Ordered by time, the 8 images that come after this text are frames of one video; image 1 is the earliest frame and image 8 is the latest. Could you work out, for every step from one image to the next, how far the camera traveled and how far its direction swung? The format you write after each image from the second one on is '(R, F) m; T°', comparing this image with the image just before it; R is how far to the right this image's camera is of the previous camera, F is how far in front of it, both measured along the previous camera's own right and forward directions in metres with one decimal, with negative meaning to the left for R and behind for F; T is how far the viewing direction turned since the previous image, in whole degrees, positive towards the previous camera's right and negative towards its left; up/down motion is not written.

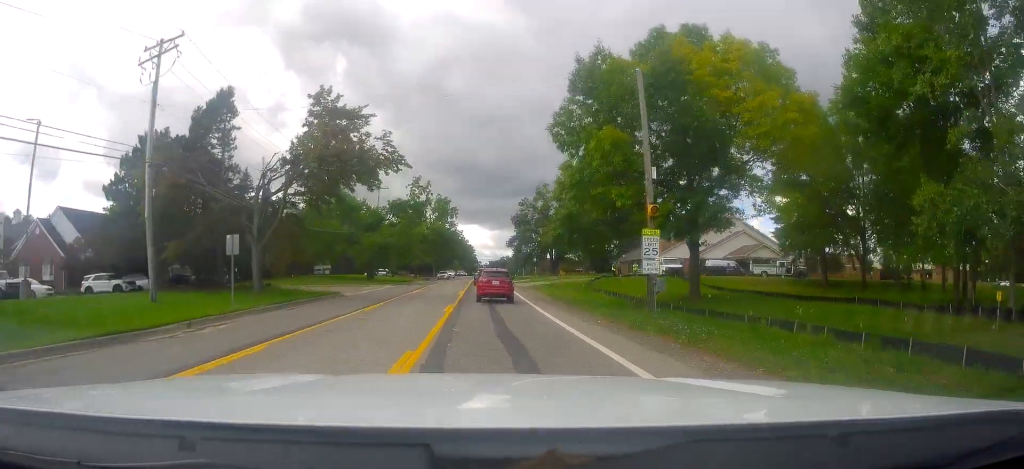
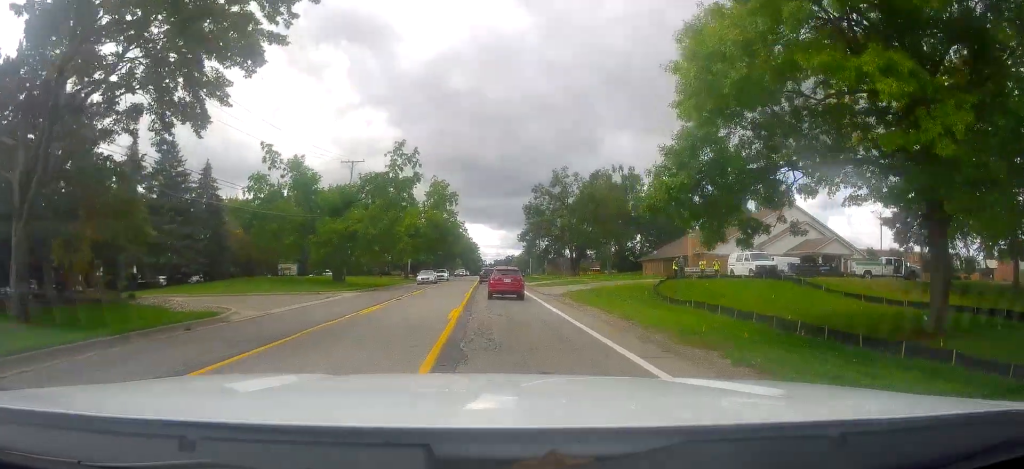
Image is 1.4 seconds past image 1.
(0.0, +18.6) m; -2°
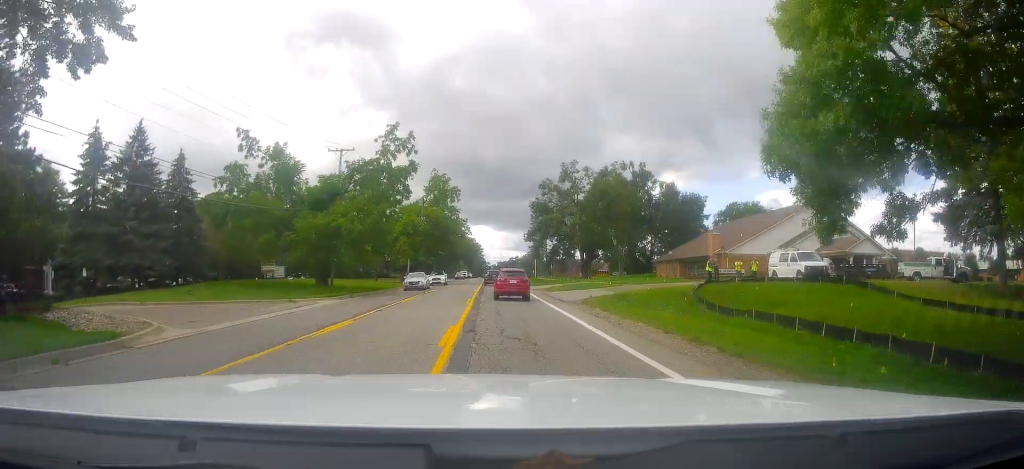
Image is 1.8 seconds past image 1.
(-0.1, +6.2) m; -1°
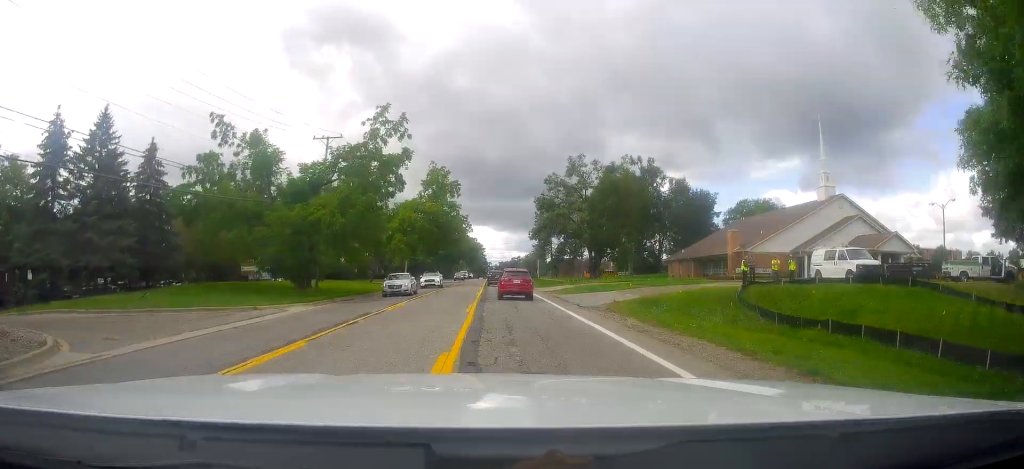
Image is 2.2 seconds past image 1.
(-0.2, +5.2) m; 0°
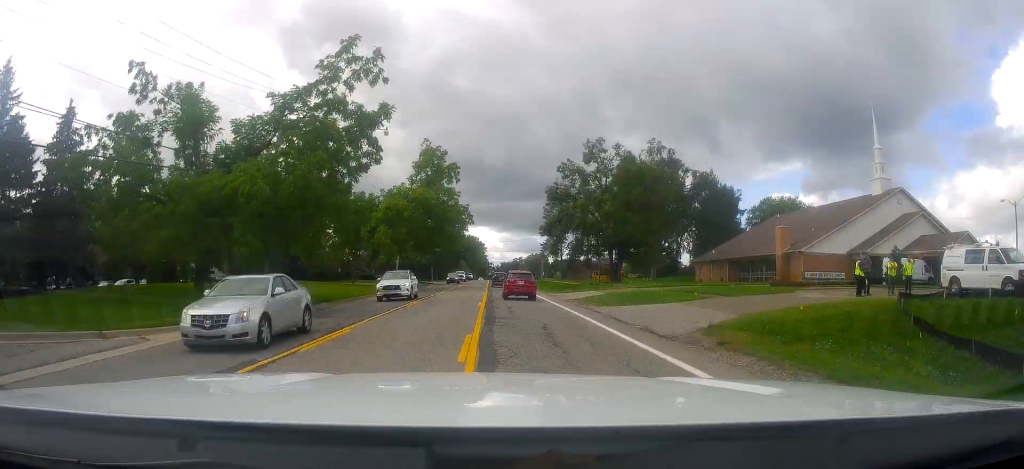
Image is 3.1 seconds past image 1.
(+0.1, +11.4) m; +3°
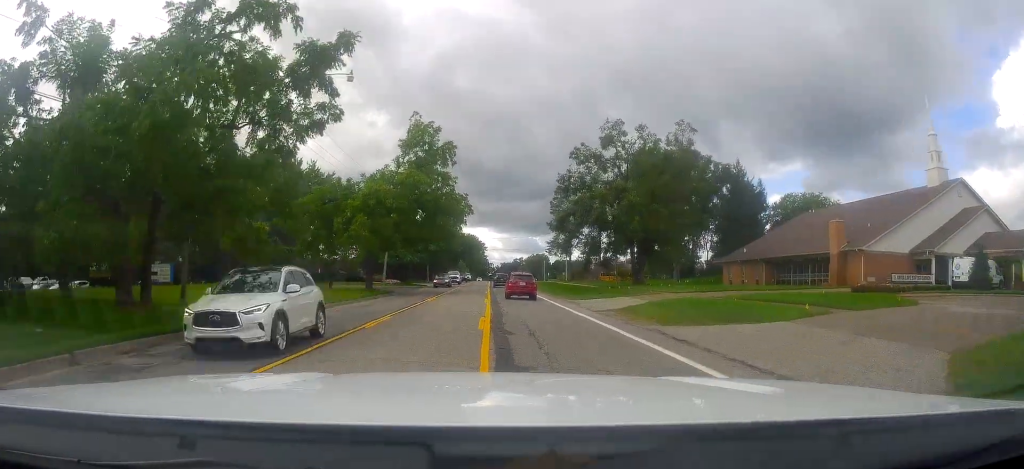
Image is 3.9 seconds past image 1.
(+0.3, +9.8) m; +2°
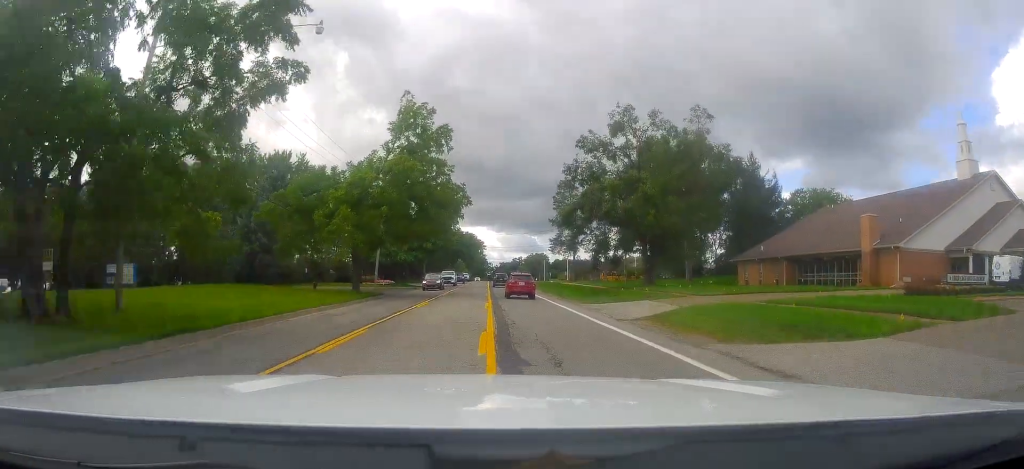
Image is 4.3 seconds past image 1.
(+0.2, +4.8) m; 0°
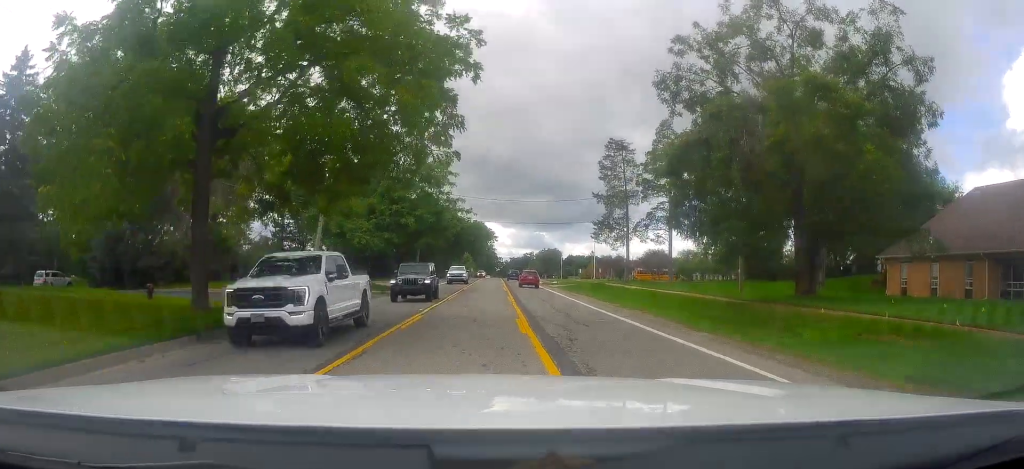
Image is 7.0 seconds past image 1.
(-1.4, +27.6) m; -3°
